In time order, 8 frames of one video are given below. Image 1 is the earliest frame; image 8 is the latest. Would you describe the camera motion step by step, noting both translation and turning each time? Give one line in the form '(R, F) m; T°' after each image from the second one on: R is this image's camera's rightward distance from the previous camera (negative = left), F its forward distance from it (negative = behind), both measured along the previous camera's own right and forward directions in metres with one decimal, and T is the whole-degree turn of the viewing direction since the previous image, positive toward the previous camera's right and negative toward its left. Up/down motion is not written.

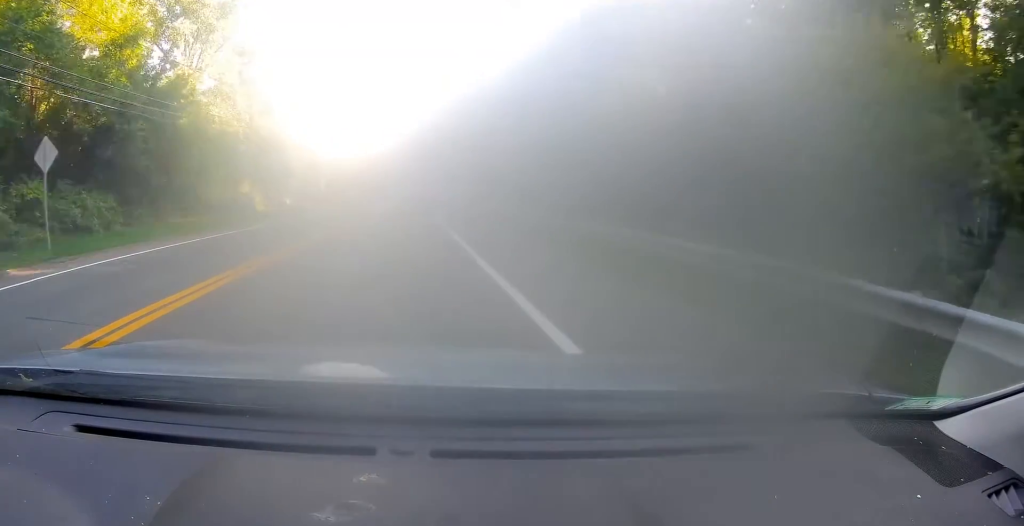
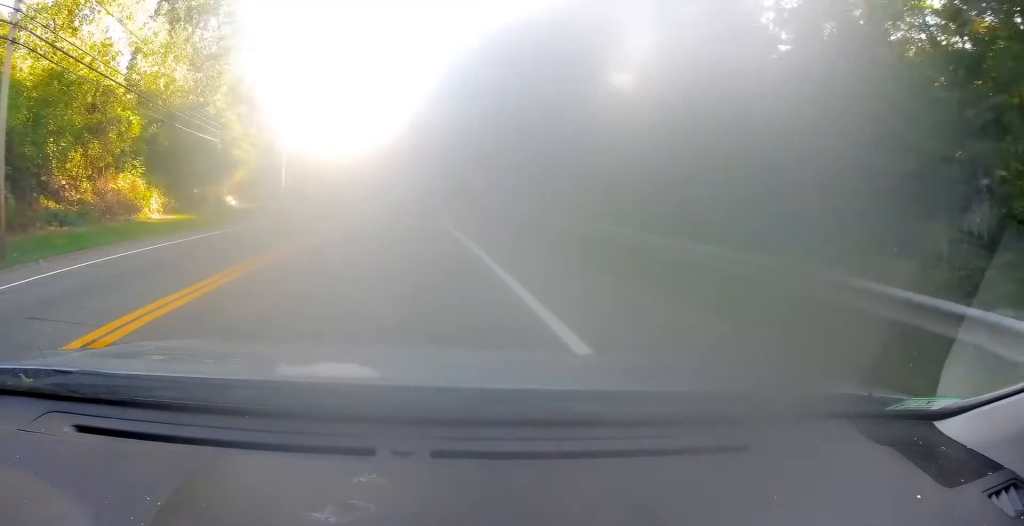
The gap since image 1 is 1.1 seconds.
(+0.3, +25.1) m; +2°
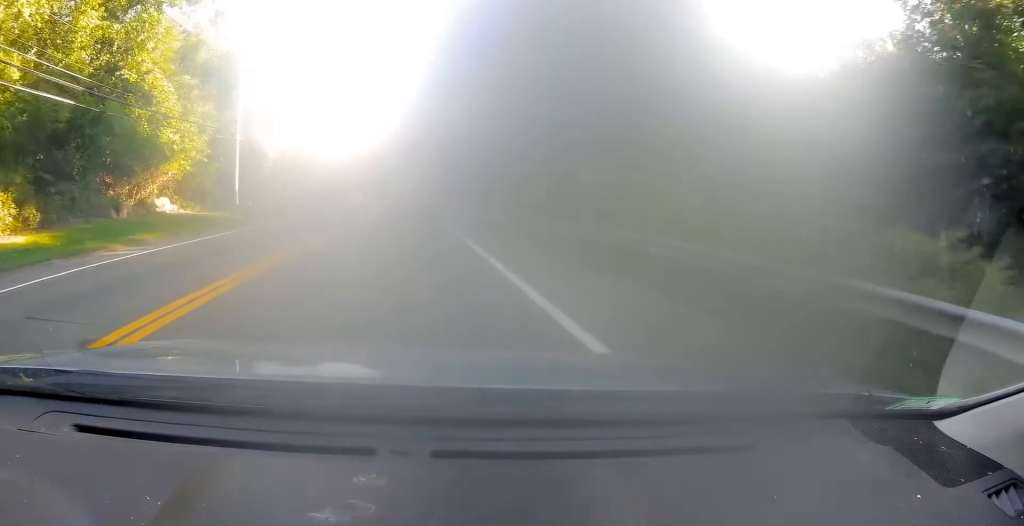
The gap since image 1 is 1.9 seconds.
(+0.3, +16.2) m; 0°
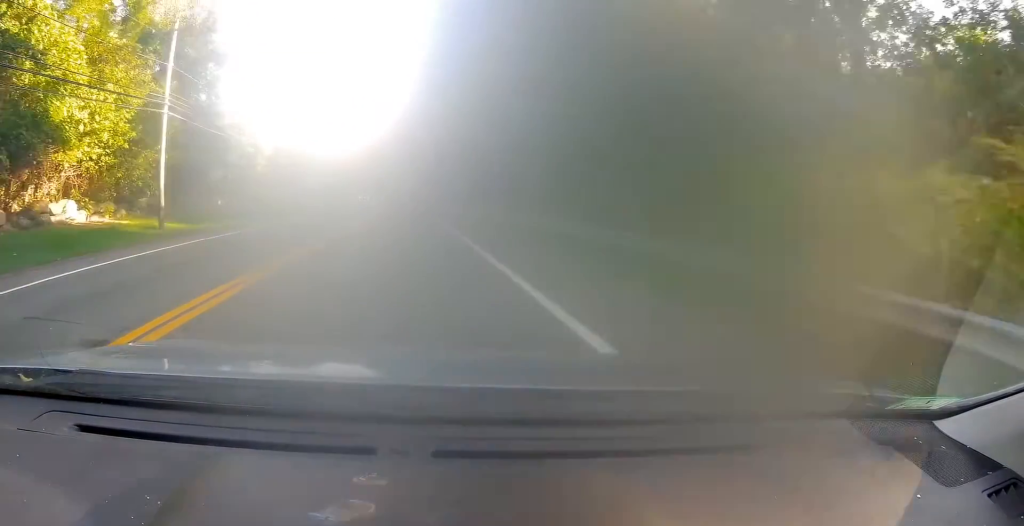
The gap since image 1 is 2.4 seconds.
(+0.1, +12.5) m; 0°
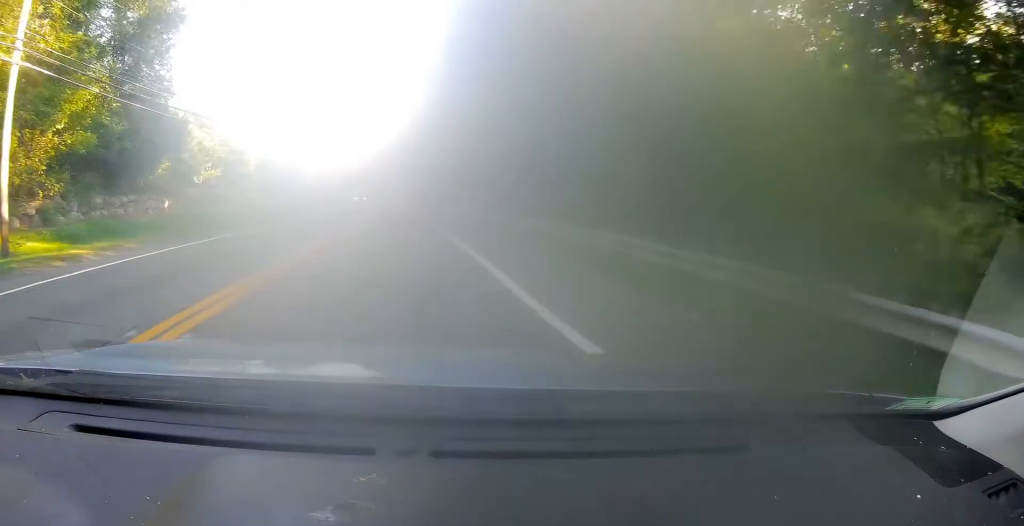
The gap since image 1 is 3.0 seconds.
(-0.2, +11.8) m; -1°
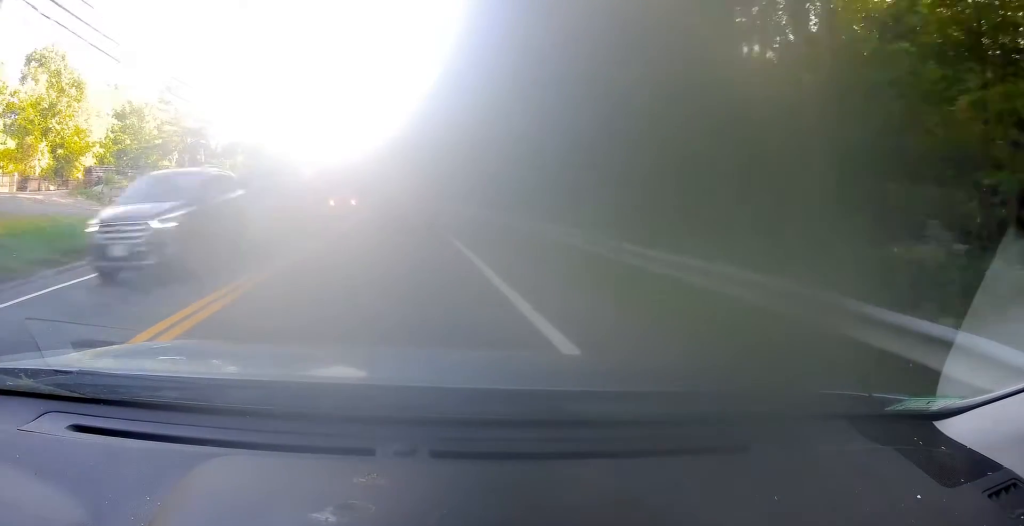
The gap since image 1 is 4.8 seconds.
(-1.1, +38.9) m; -3°
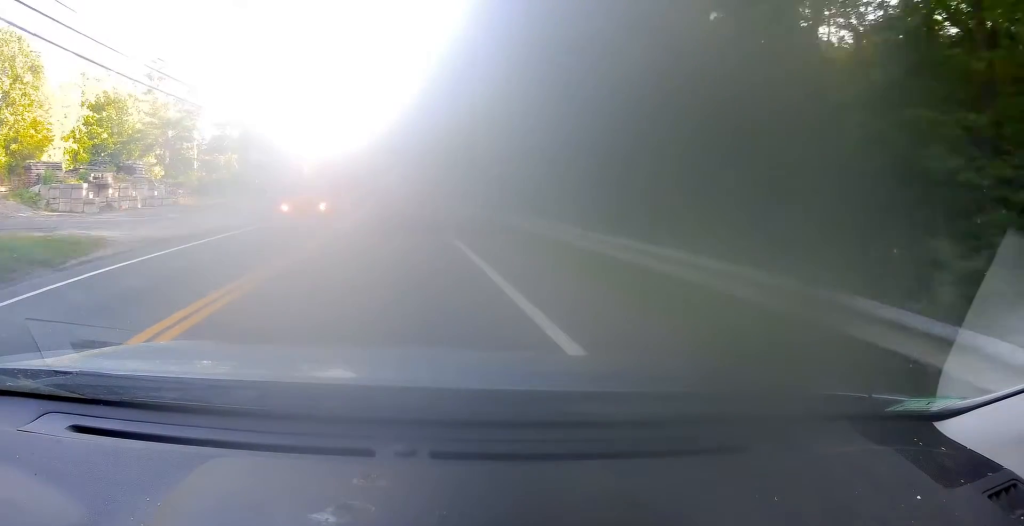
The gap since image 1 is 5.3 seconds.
(-0.3, +10.6) m; 0°
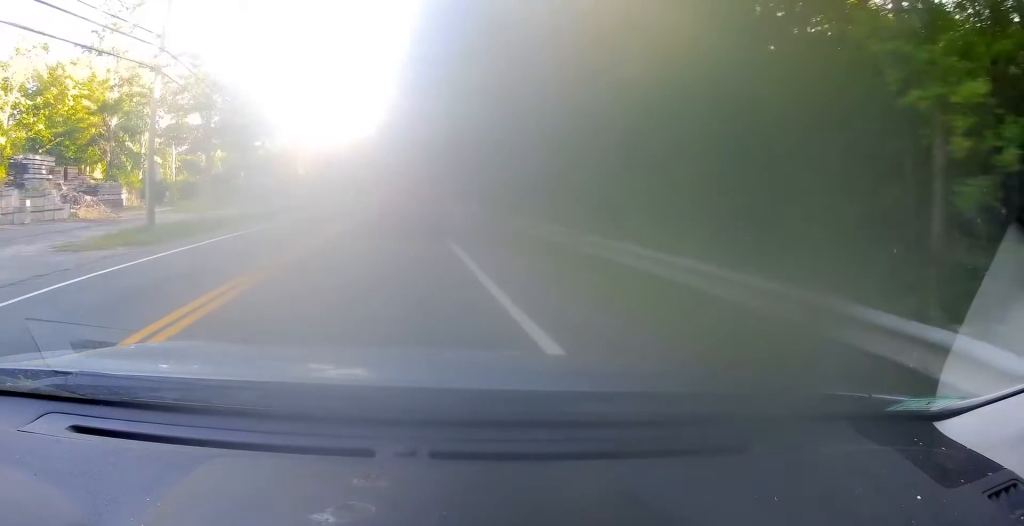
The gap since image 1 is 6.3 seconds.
(+0.6, +21.5) m; 0°
